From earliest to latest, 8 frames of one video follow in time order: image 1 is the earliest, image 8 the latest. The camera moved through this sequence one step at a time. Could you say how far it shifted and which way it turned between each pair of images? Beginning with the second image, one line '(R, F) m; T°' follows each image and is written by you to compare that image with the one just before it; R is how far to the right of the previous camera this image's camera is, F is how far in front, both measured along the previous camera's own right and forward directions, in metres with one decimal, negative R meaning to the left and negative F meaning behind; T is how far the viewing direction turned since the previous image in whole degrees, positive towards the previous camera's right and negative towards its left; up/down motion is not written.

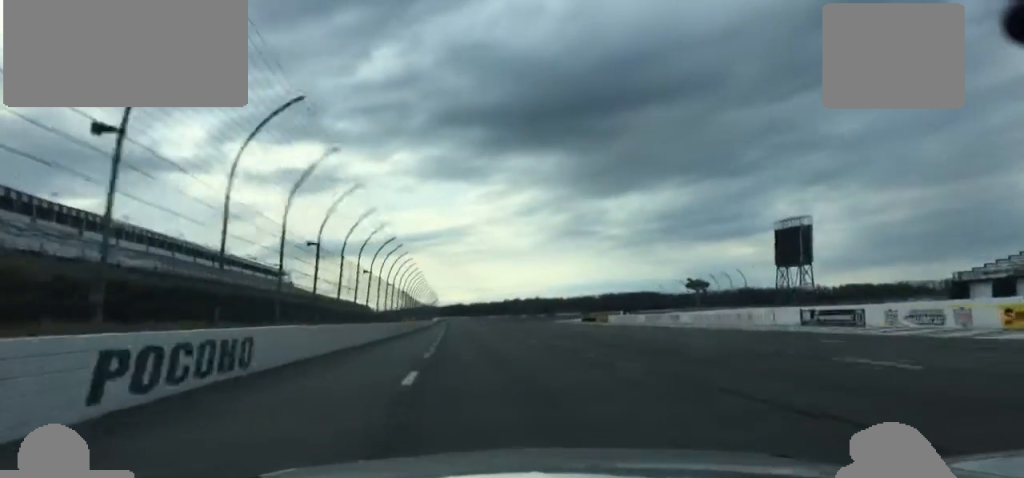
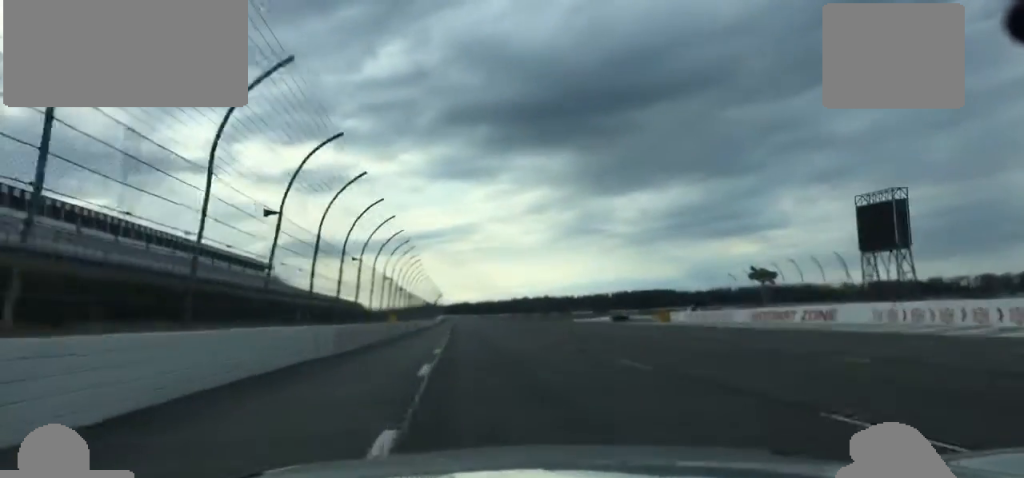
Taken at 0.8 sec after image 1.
(-0.1, +33.1) m; -1°
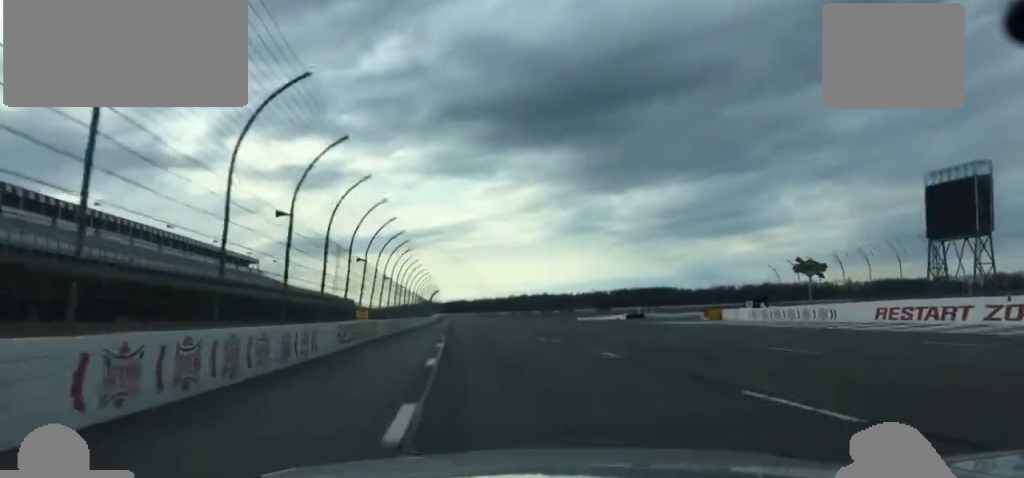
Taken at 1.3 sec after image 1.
(-0.3, +21.0) m; 0°
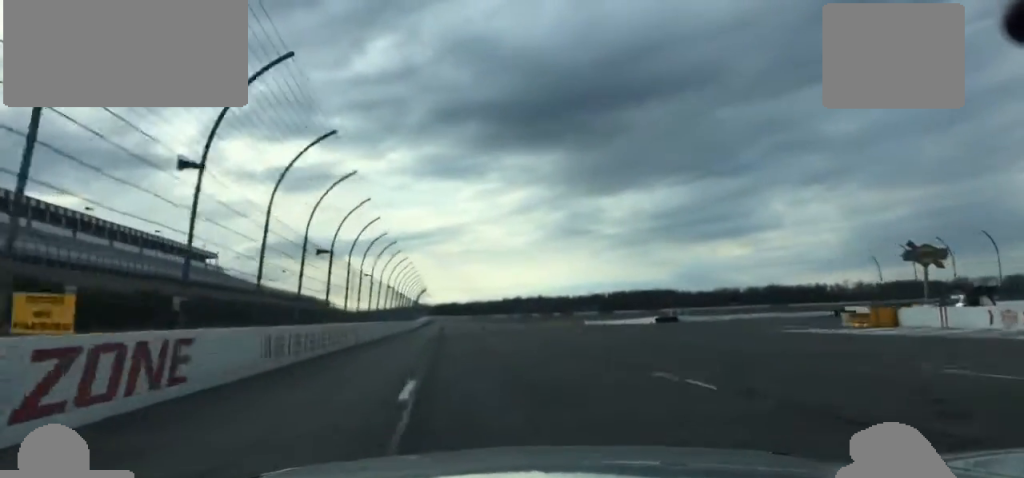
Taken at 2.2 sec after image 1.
(+0.2, +33.1) m; +2°
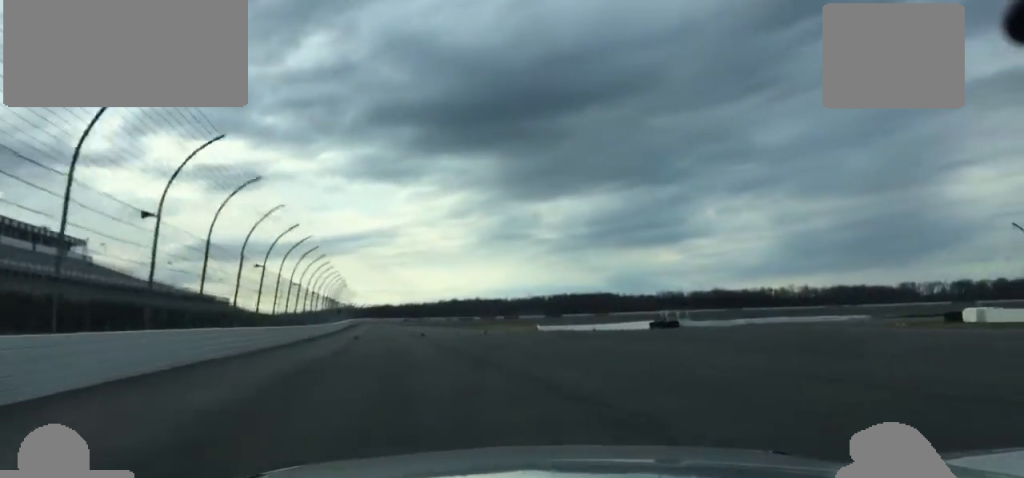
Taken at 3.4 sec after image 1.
(+1.6, +38.8) m; +7°
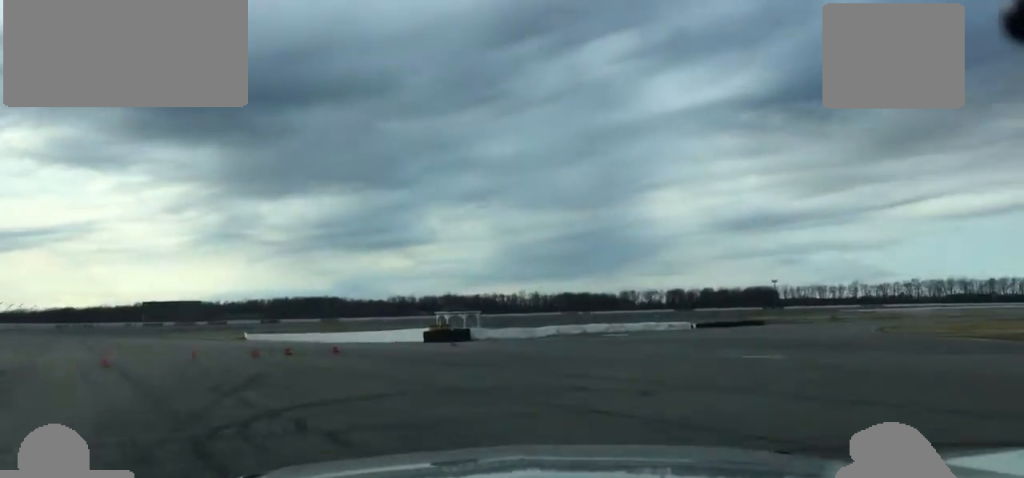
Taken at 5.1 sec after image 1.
(+6.1, +46.6) m; +15°
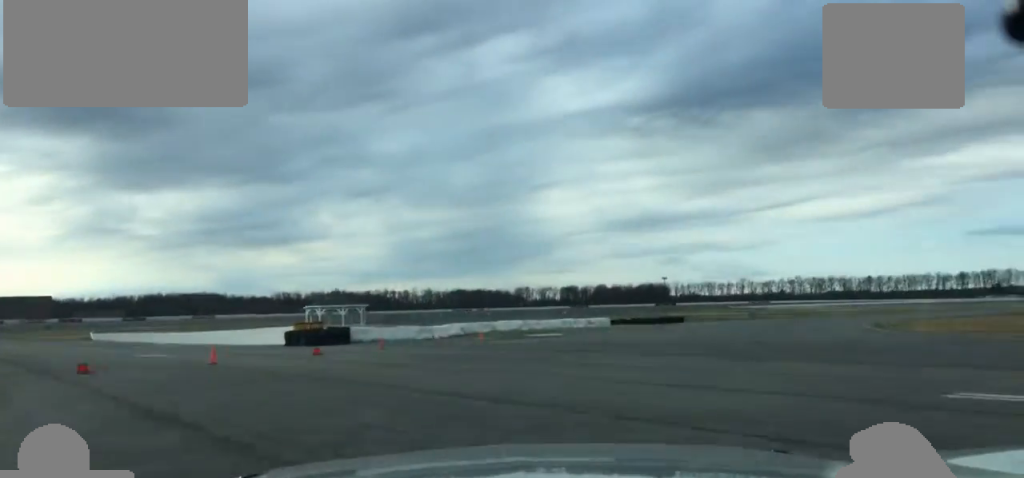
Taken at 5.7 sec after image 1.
(+0.6, +16.3) m; +4°
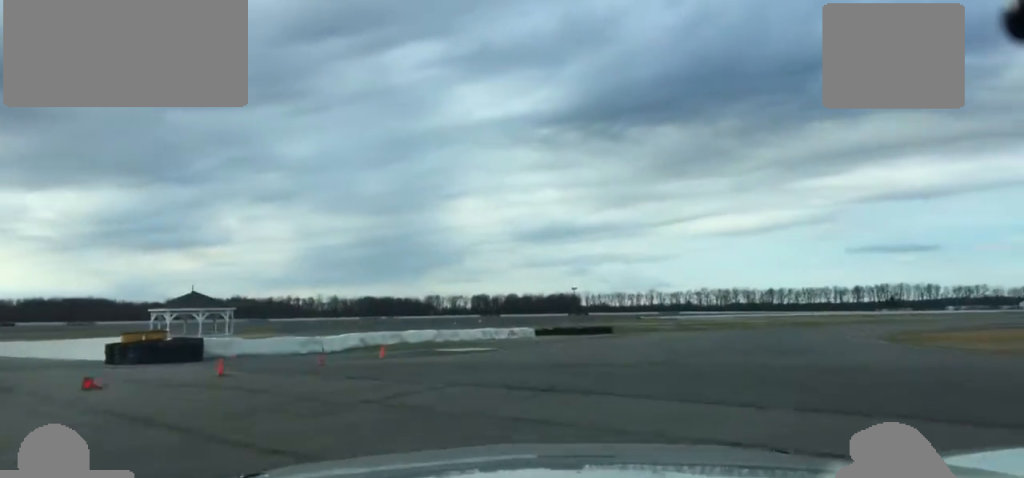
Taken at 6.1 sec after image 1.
(+0.4, +11.7) m; +3°
